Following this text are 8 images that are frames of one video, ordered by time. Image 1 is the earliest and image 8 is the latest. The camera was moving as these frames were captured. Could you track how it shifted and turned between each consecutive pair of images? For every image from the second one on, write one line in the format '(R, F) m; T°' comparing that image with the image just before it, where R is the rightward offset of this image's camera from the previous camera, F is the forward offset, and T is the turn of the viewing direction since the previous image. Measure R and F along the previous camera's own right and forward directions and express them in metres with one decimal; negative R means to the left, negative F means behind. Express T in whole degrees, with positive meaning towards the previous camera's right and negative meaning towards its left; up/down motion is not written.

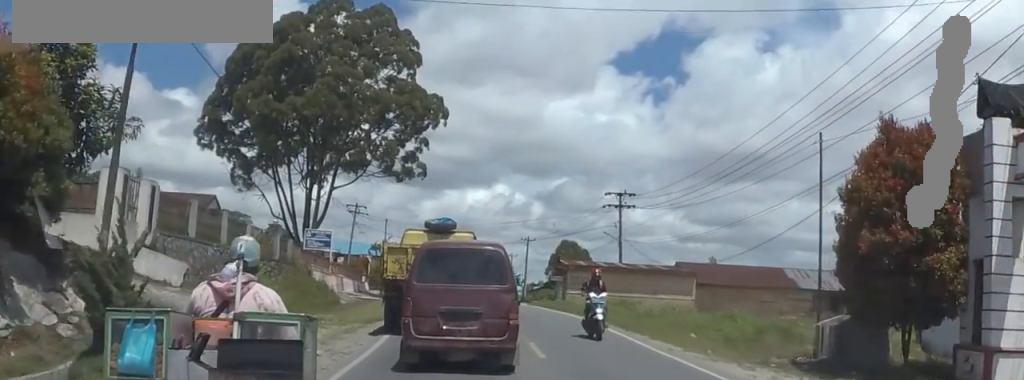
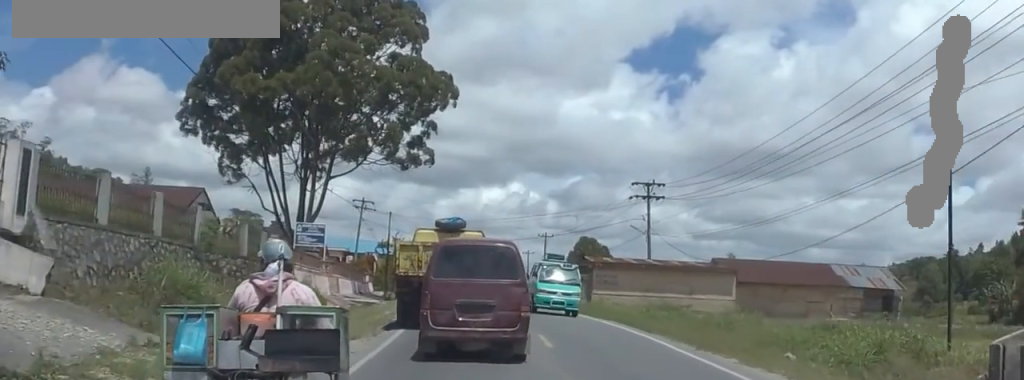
(-0.5, +7.5) m; -7°
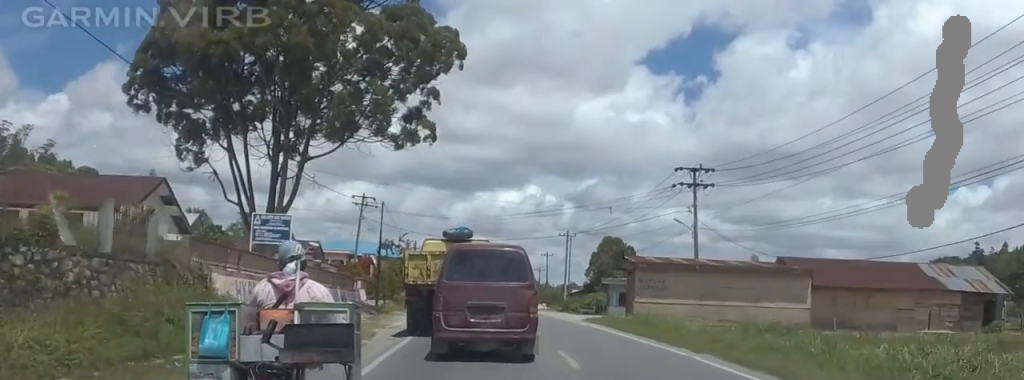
(0.0, +11.7) m; +4°
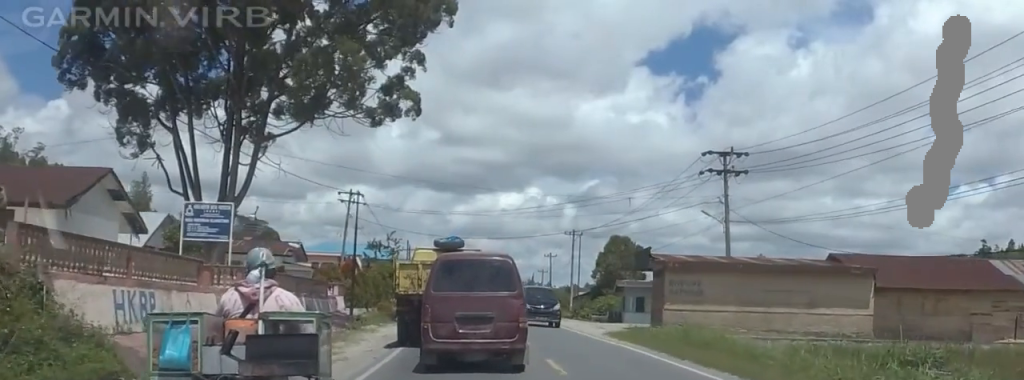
(+0.4, +8.1) m; 0°
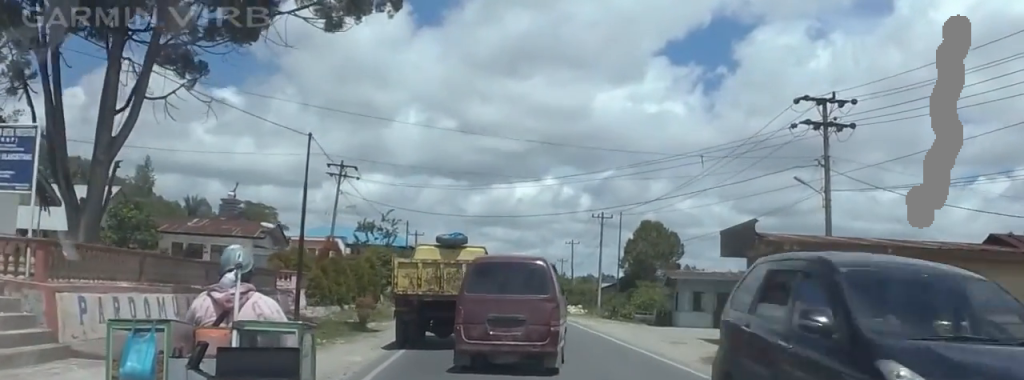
(-1.0, +13.5) m; +1°
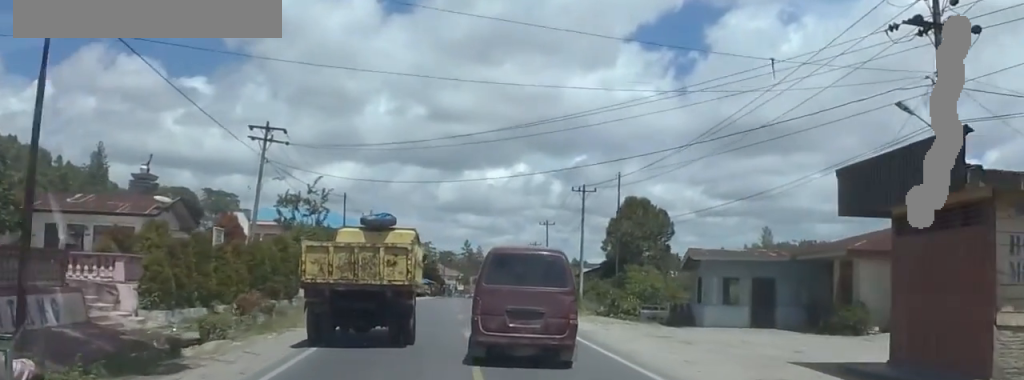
(+0.7, +12.6) m; -4°
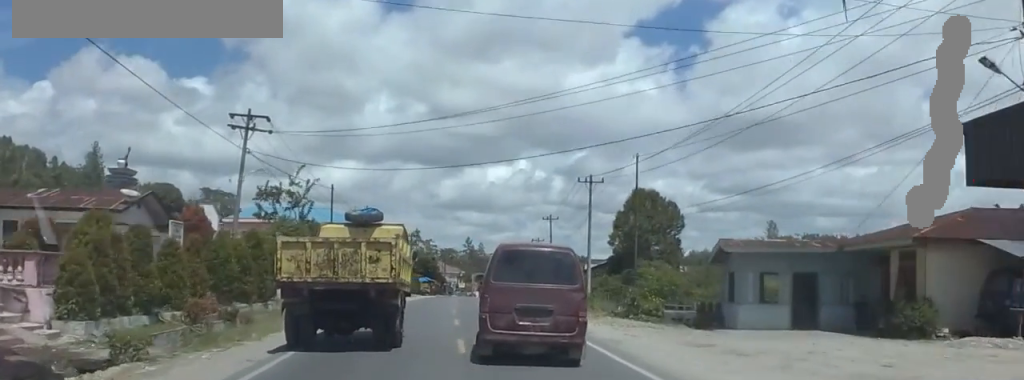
(-0.3, +3.9) m; -4°
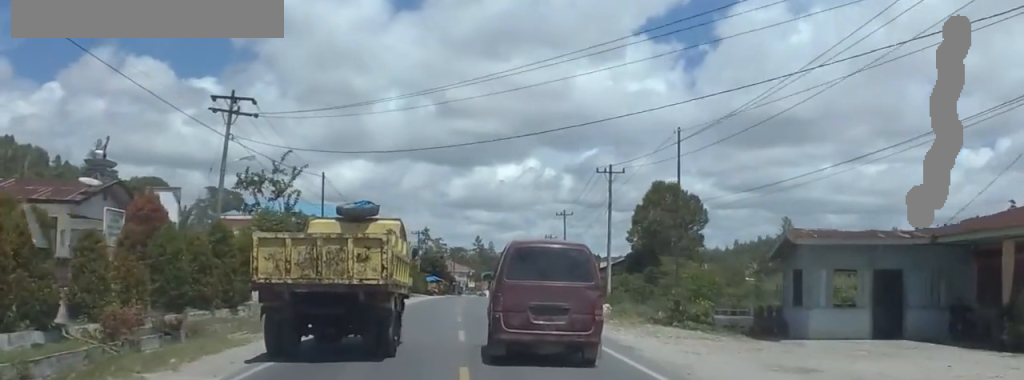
(-0.1, +4.6) m; +3°
